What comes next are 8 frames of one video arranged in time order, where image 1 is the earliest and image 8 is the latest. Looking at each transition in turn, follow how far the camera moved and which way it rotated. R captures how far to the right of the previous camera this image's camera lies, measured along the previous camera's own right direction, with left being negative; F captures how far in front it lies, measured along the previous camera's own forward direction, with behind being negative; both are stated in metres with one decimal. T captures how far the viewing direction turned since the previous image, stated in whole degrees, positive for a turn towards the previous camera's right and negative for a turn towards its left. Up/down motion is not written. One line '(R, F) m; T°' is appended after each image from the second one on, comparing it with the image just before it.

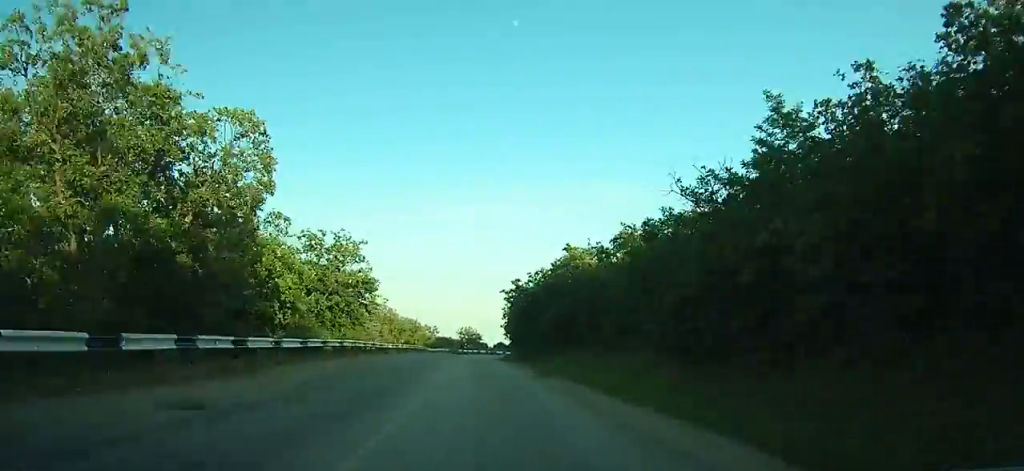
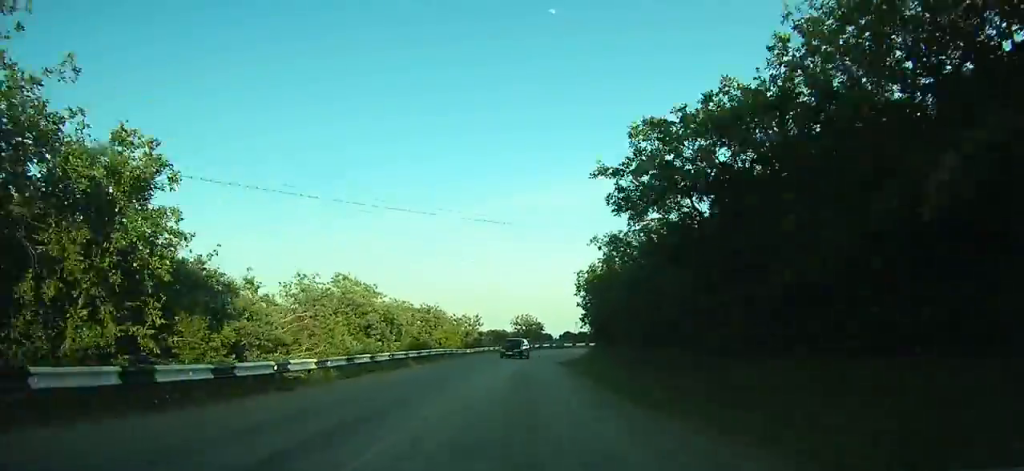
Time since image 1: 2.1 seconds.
(-3.1, +26.6) m; -11°
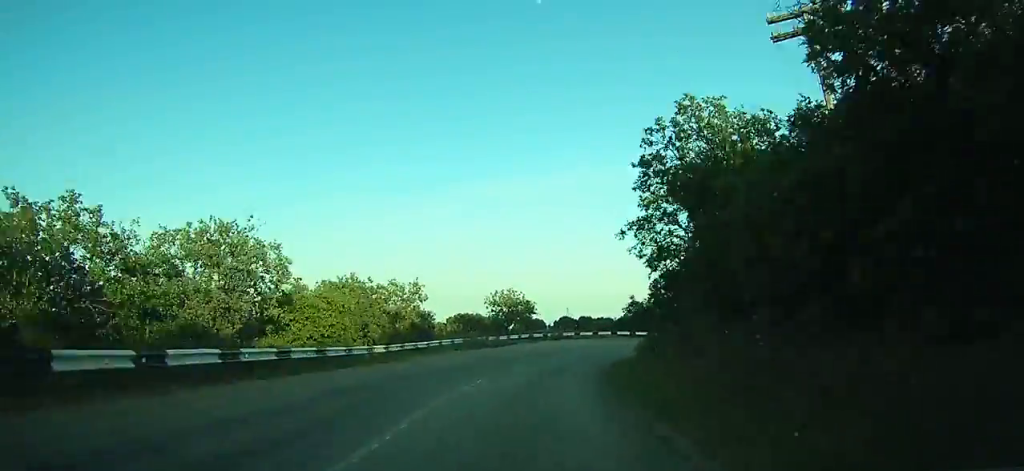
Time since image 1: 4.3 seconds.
(-3.8, +28.1) m; +6°
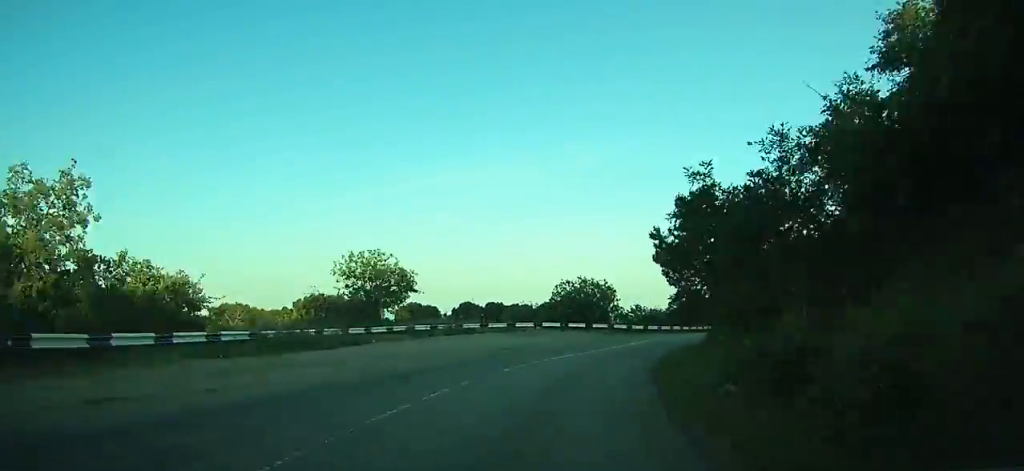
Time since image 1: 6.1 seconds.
(+3.2, +23.4) m; +10°
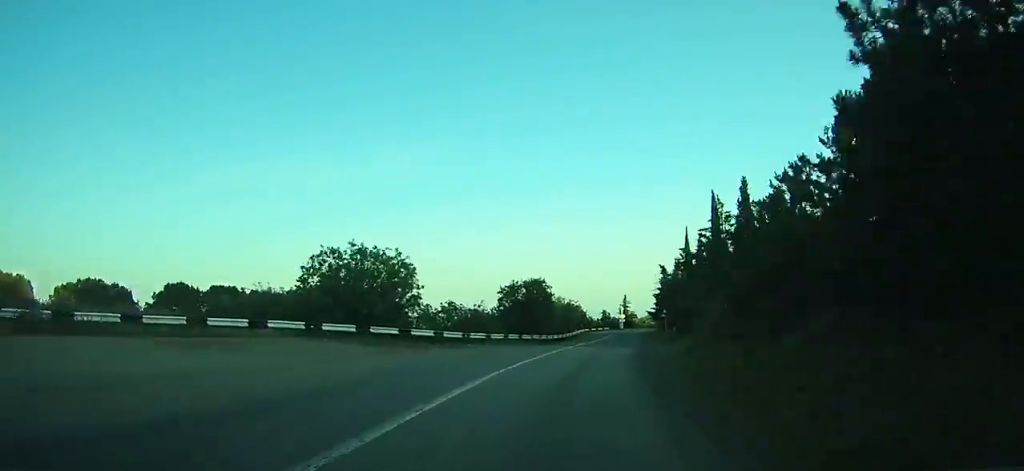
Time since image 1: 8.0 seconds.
(+3.0, +25.9) m; +12°
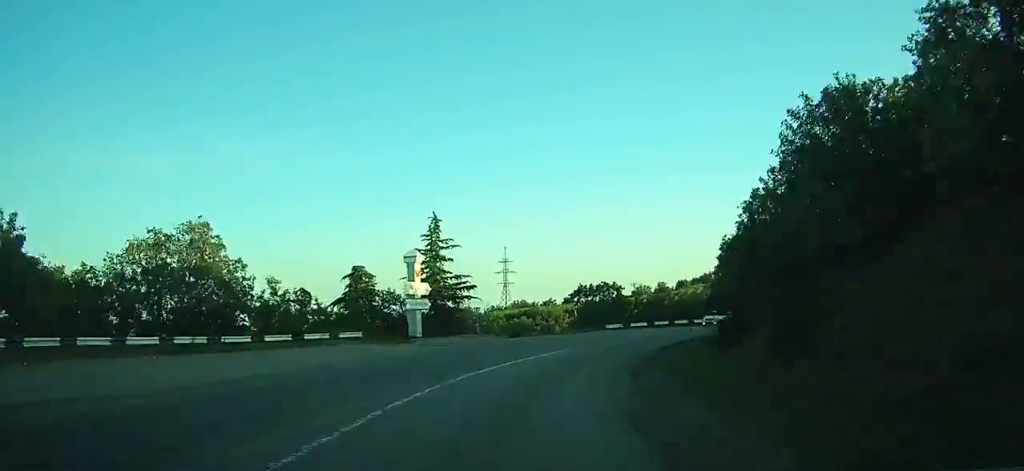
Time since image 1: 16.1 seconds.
(+20.1, +110.6) m; +21°
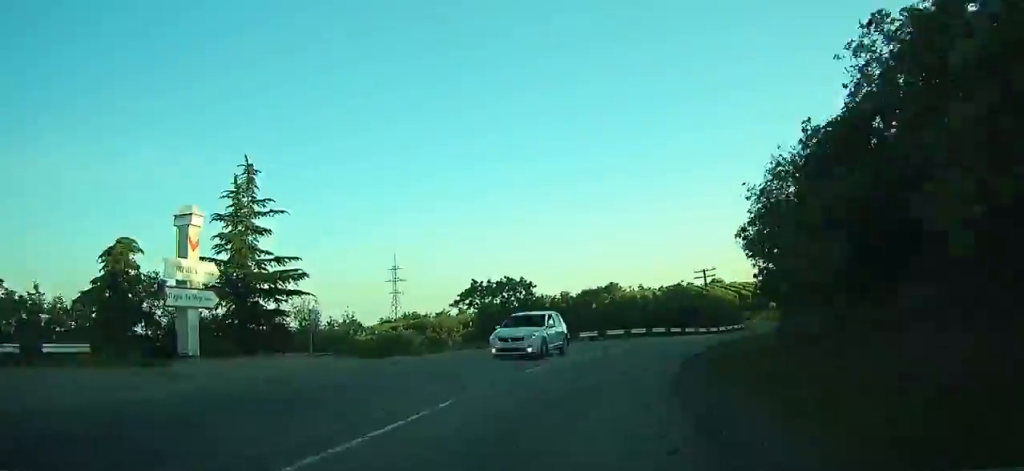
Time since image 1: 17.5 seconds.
(+0.8, +17.8) m; +8°
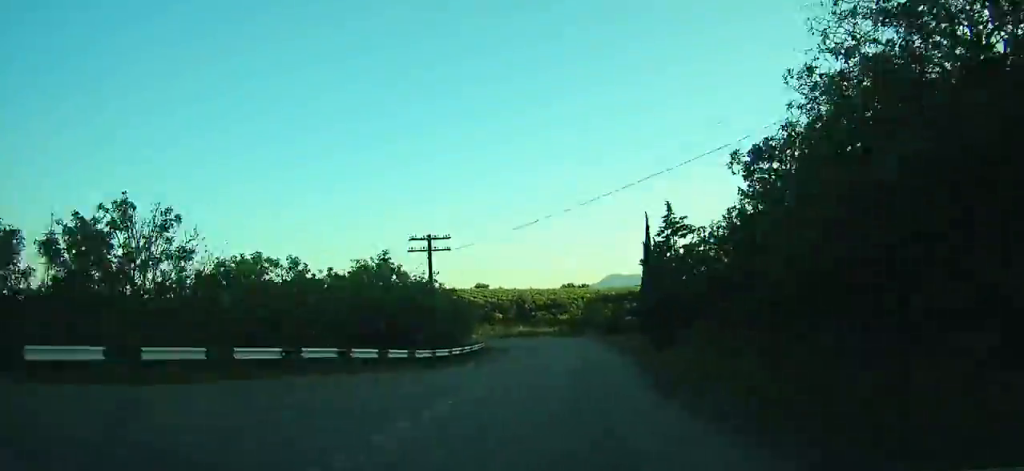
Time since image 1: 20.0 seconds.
(+3.5, +29.4) m; +17°
